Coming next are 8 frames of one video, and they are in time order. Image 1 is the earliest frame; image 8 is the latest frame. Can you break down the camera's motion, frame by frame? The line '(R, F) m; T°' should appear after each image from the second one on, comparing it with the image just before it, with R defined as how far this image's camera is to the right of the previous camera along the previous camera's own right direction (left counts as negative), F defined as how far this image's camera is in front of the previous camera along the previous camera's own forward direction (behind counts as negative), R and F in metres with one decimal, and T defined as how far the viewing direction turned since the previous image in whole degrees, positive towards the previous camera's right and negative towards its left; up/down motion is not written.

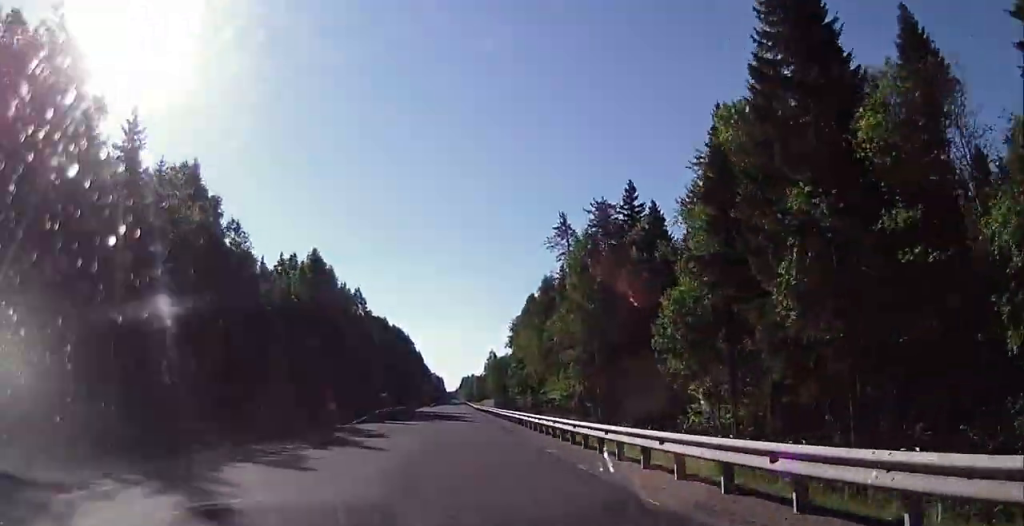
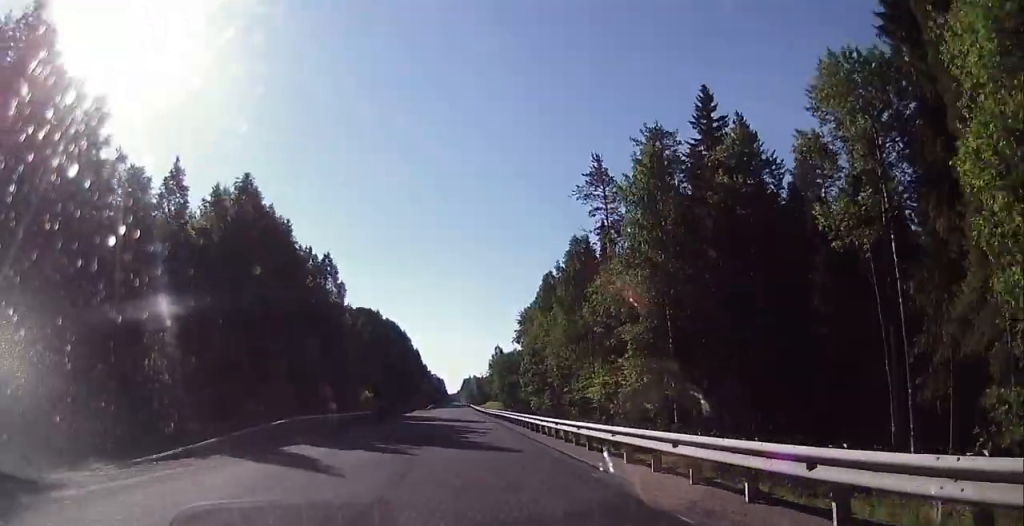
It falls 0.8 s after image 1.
(-0.1, +24.8) m; -1°
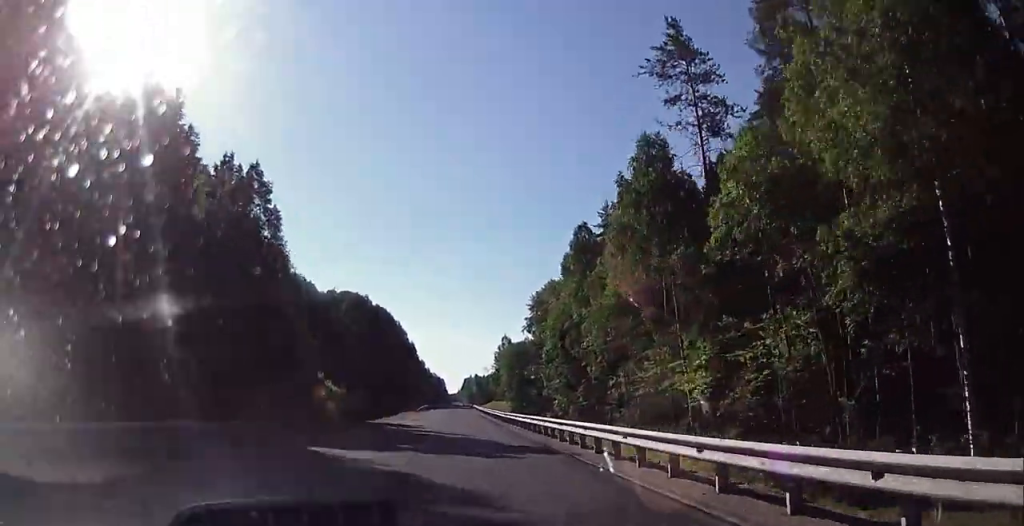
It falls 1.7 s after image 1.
(-0.4, +28.6) m; 0°
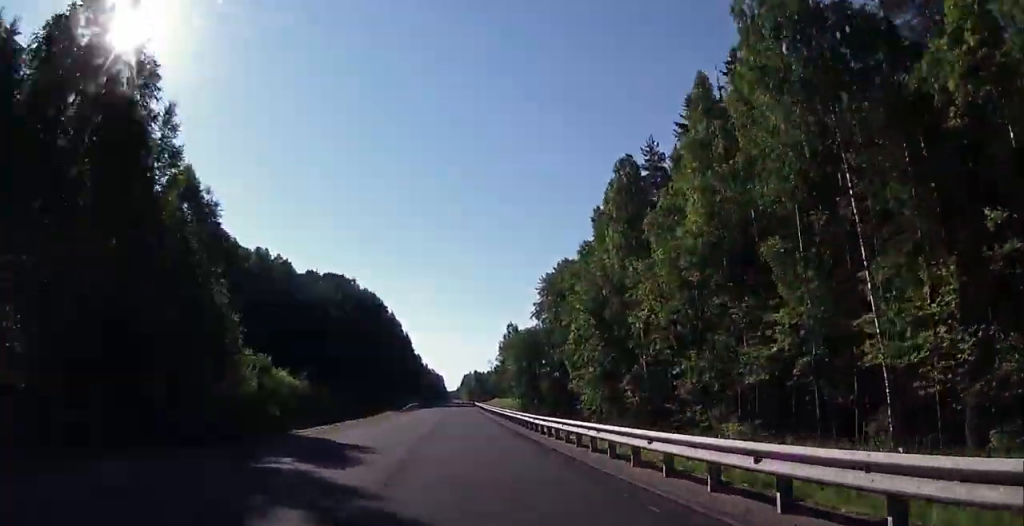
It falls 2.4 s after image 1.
(+0.1, +21.3) m; 0°
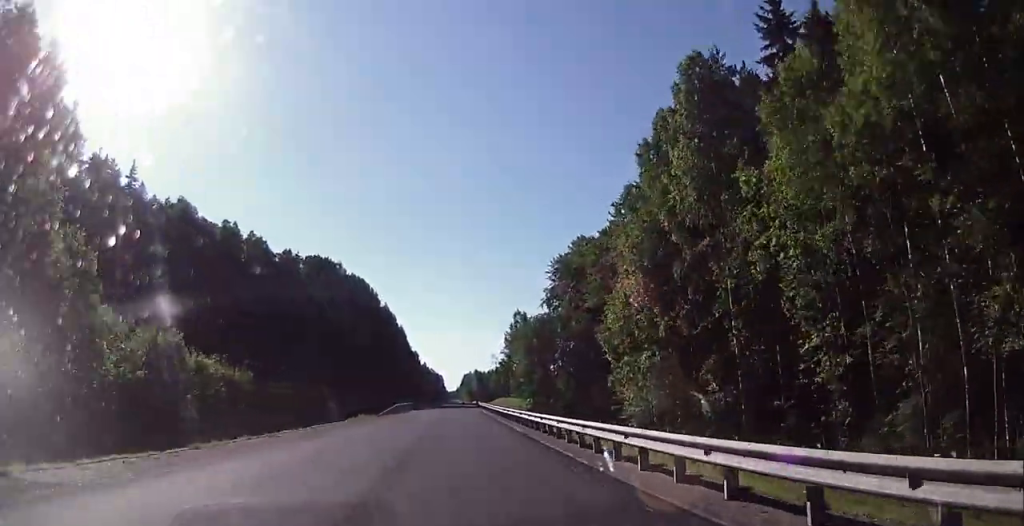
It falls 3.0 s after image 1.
(+0.2, +18.2) m; +1°
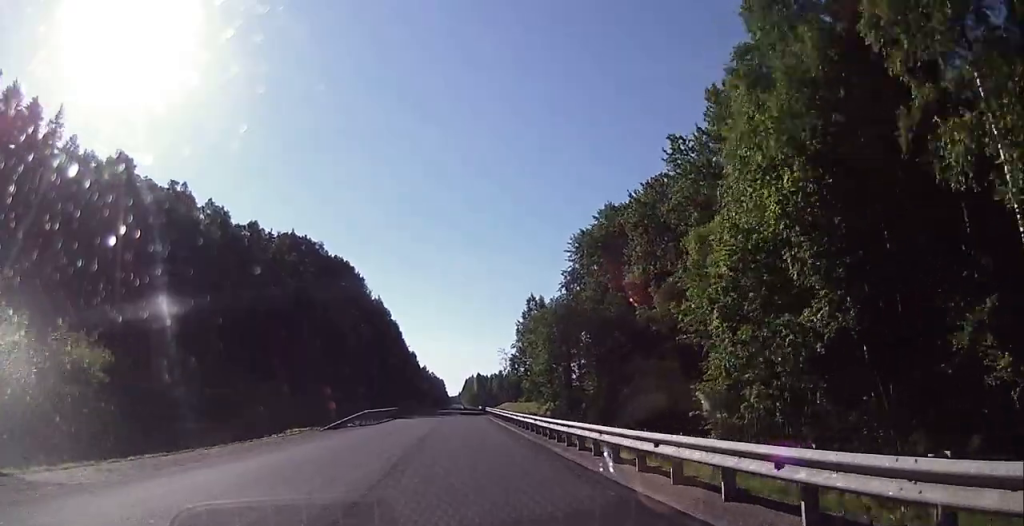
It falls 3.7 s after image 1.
(0.0, +21.4) m; 0°
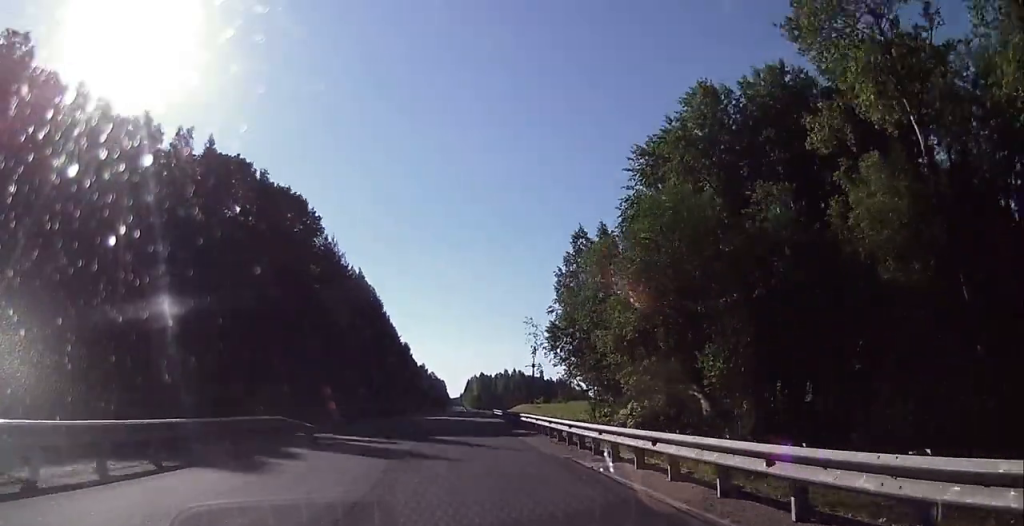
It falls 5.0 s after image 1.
(+0.3, +39.2) m; 0°
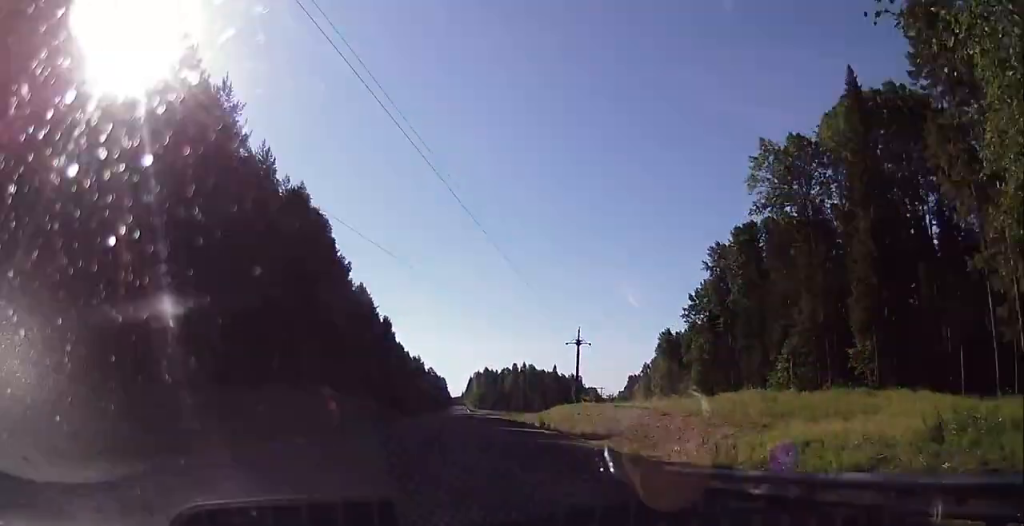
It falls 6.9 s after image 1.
(-1.1, +58.0) m; -1°
